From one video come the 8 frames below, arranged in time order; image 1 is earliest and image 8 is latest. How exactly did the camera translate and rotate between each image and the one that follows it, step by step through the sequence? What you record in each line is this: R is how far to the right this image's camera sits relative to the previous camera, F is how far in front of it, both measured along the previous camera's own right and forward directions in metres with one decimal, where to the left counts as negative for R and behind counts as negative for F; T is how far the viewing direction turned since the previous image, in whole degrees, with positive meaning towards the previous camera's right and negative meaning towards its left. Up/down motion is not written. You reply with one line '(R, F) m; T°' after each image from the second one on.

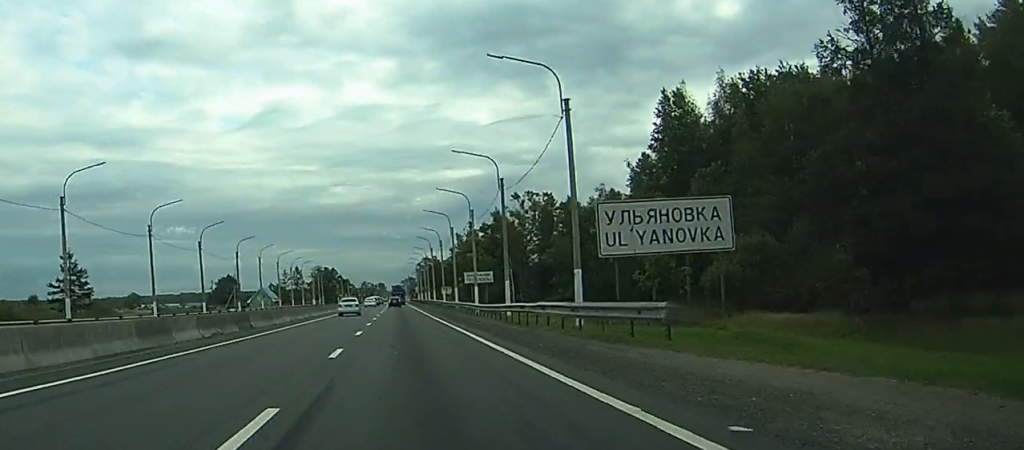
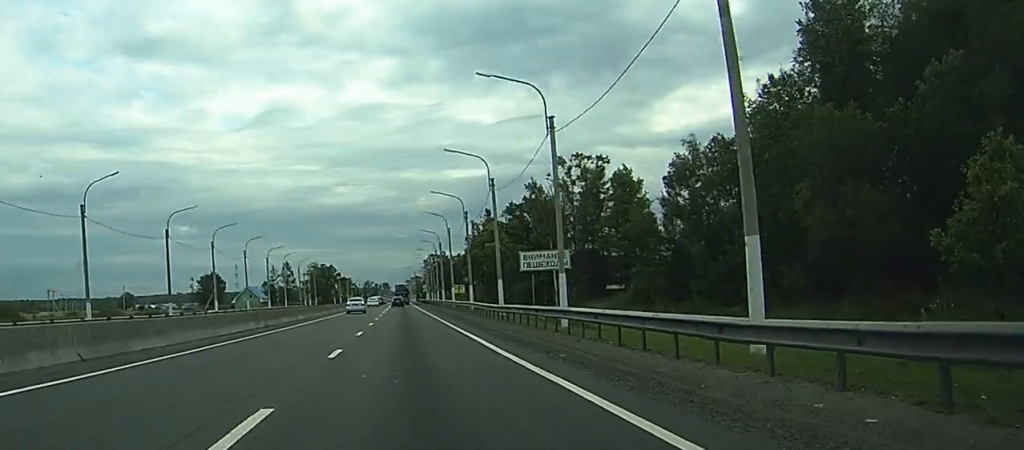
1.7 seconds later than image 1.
(0.0, +36.9) m; 0°
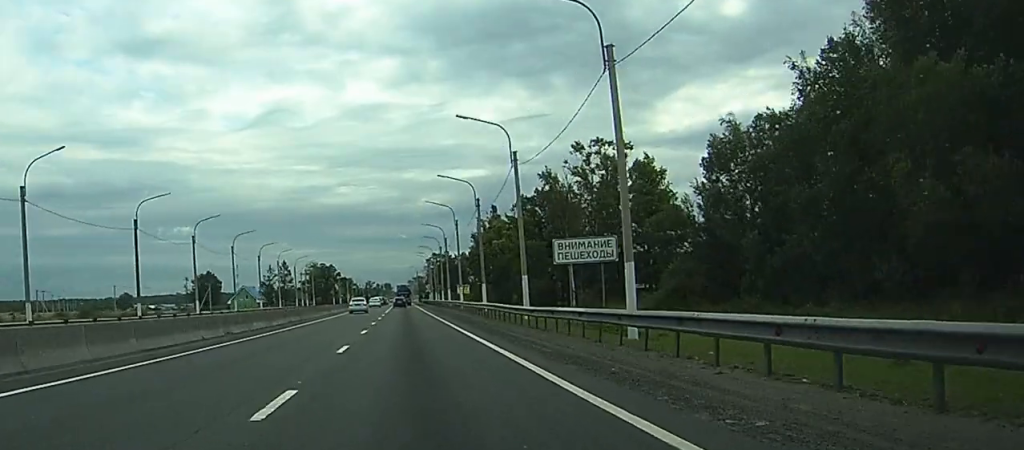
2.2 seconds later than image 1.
(-0.1, +10.5) m; 0°
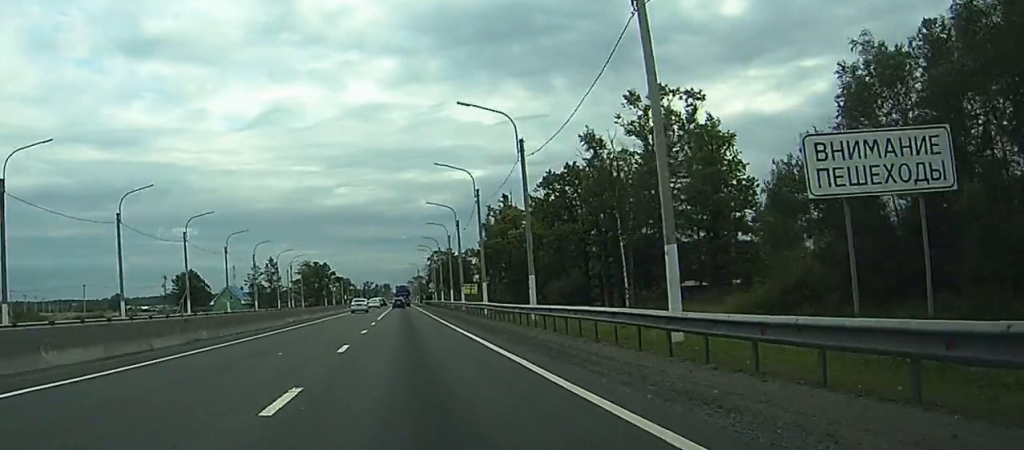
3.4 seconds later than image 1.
(+0.1, +23.9) m; 0°
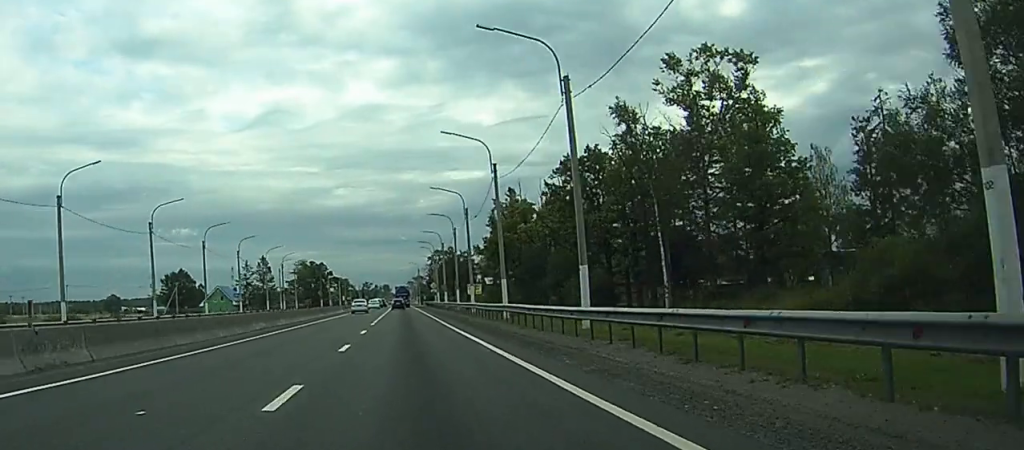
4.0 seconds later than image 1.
(-0.1, +11.5) m; 0°
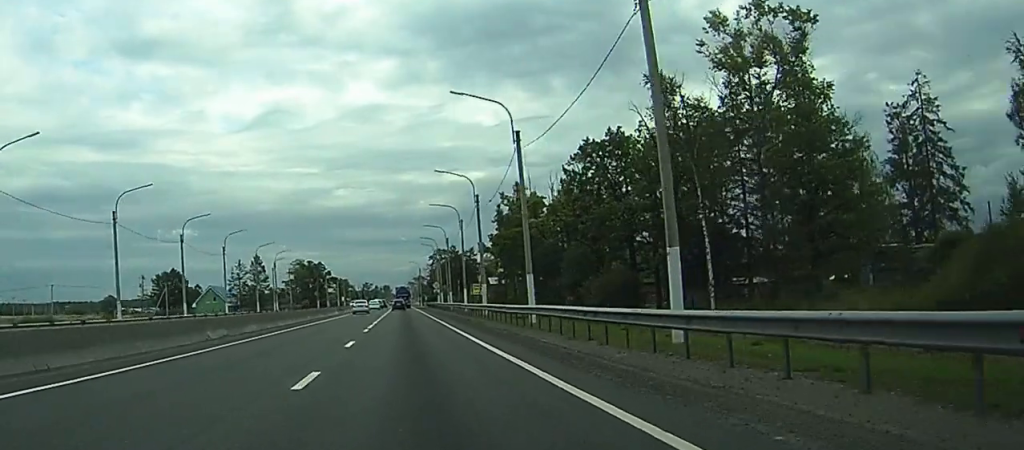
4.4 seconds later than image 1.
(0.0, +9.4) m; 0°
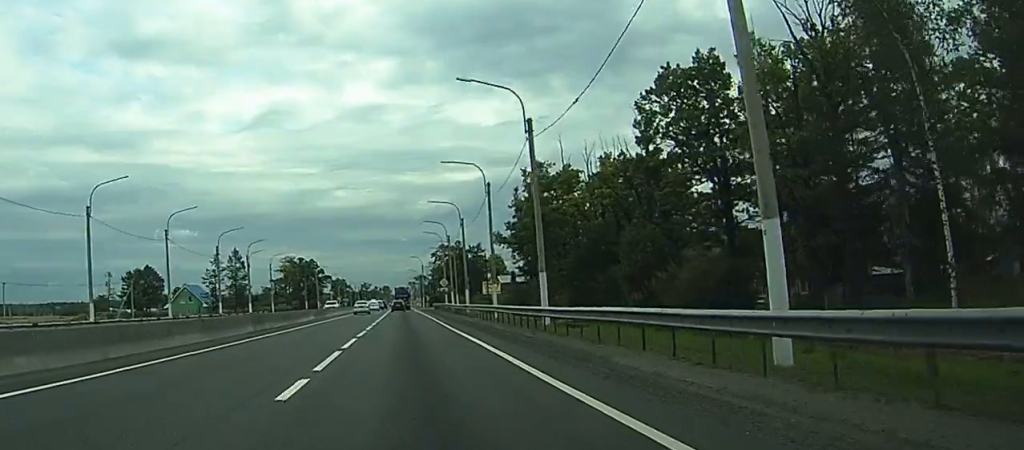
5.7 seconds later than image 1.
(+0.2, +24.9) m; +1°
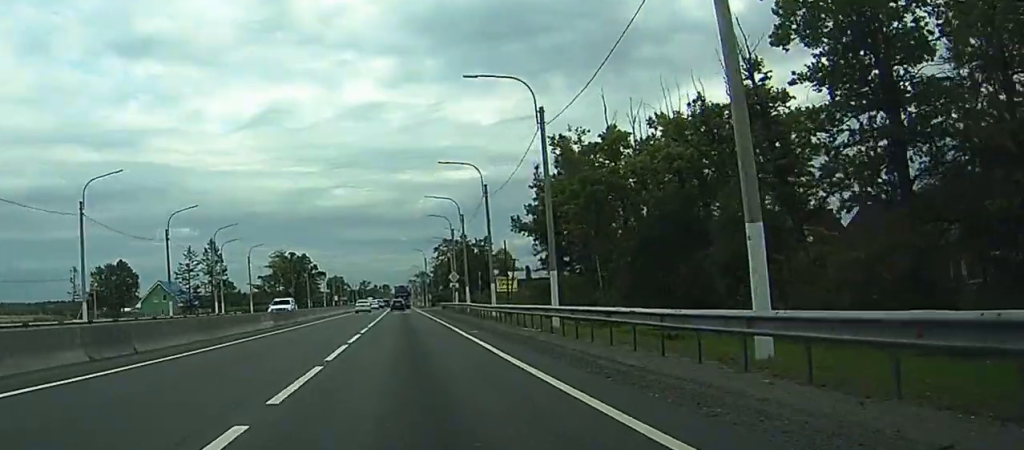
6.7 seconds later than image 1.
(+0.1, +20.9) m; 0°
